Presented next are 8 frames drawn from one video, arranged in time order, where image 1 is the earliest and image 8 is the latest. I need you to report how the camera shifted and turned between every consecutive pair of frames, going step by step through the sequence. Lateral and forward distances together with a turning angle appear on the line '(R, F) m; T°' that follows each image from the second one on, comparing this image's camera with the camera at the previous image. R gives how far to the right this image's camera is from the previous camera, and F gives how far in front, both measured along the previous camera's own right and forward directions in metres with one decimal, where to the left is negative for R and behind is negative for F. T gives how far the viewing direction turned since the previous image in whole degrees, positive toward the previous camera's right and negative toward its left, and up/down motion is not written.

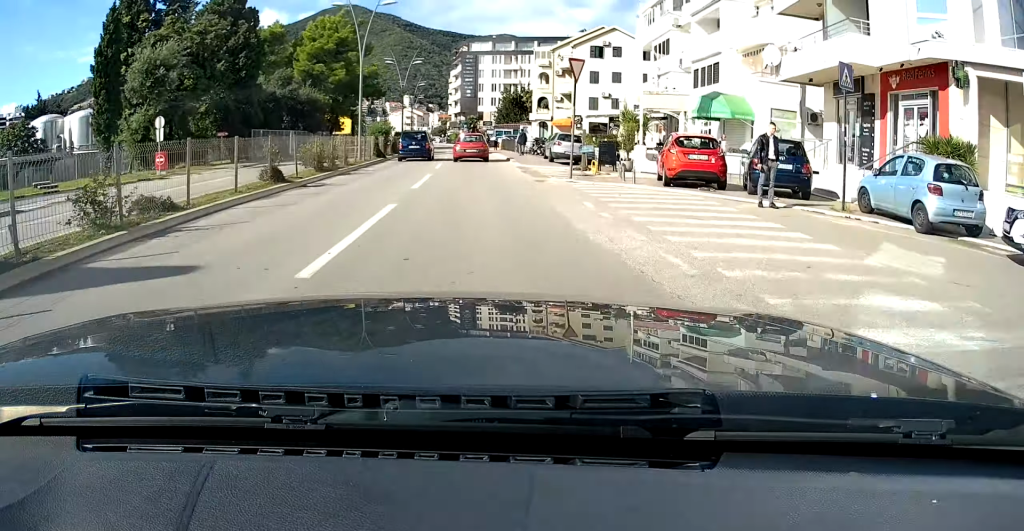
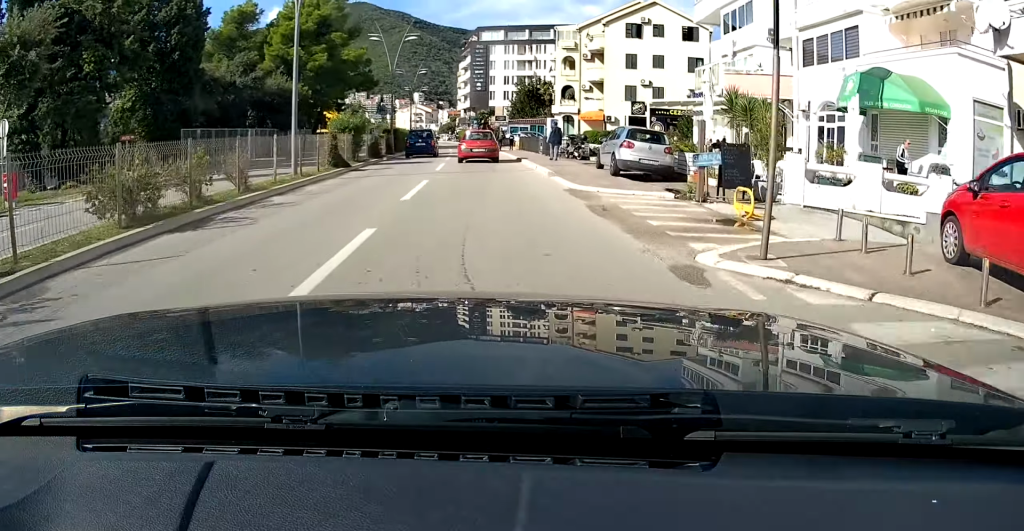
(0.0, +12.6) m; 0°
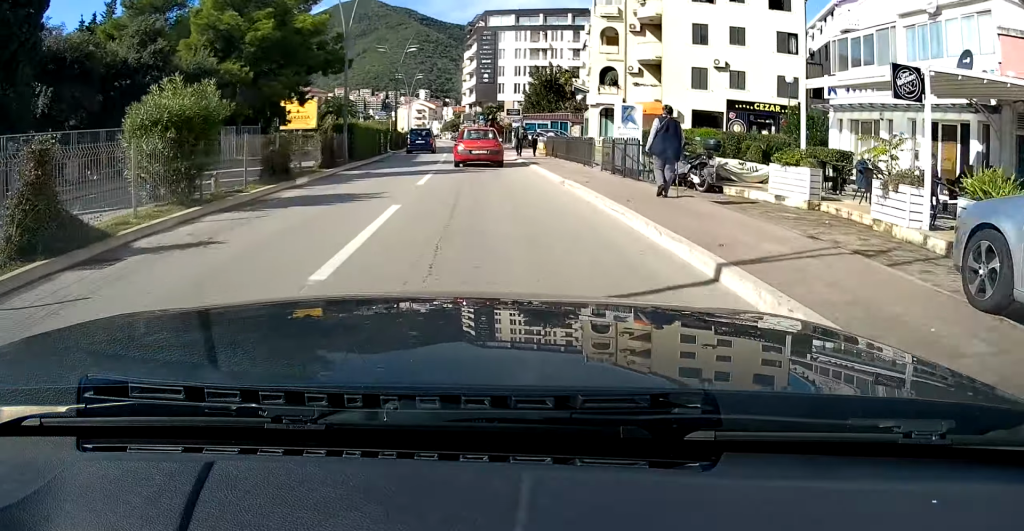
(0.0, +15.7) m; 0°
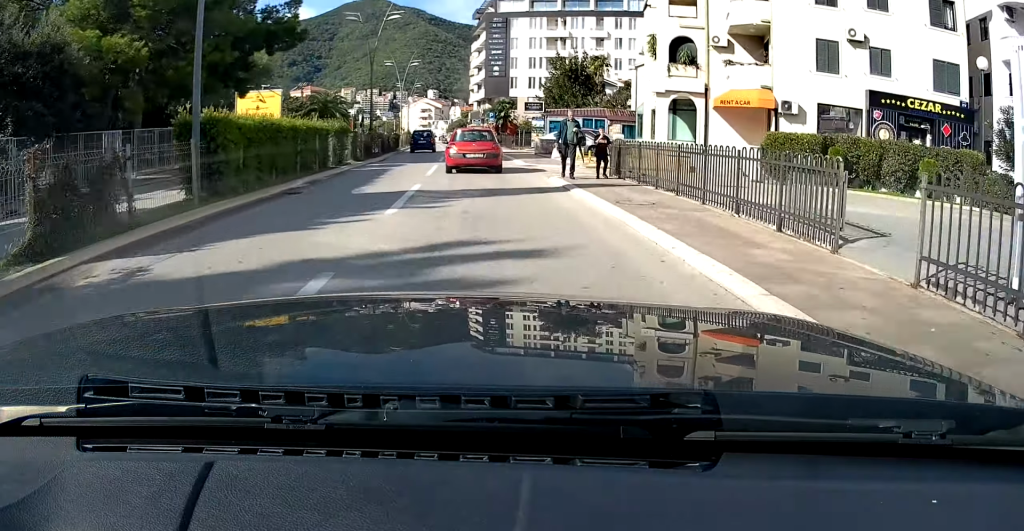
(0.0, +14.9) m; -1°
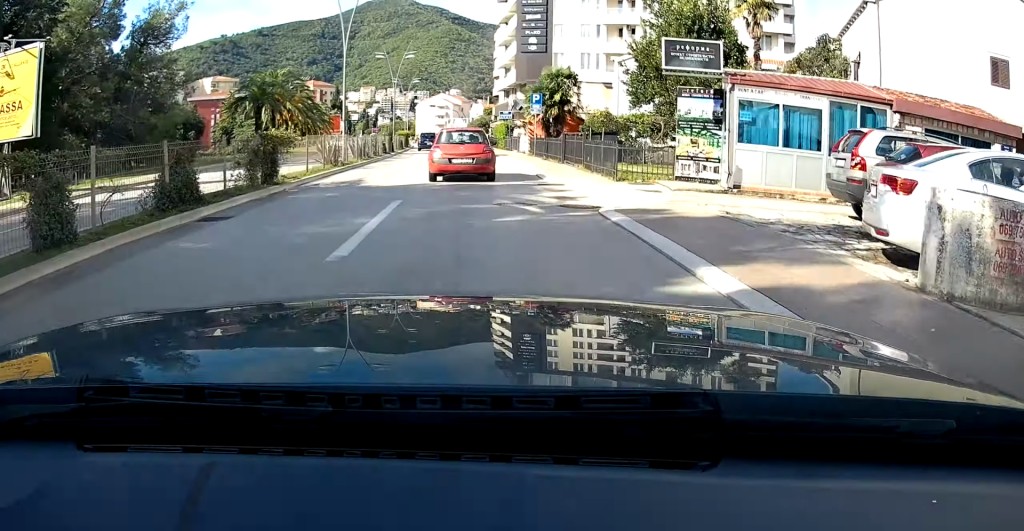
(-0.8, +32.3) m; -2°
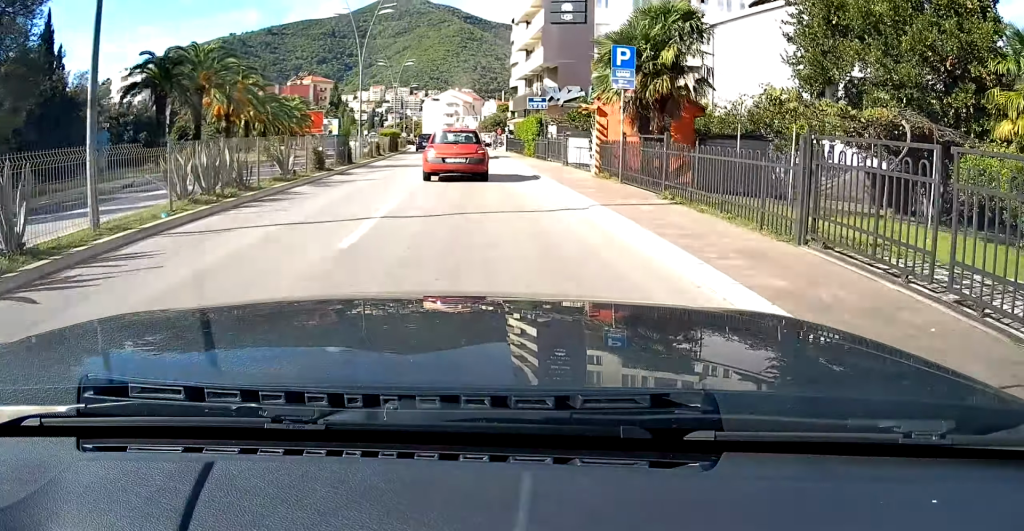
(0.0, +18.7) m; -1°
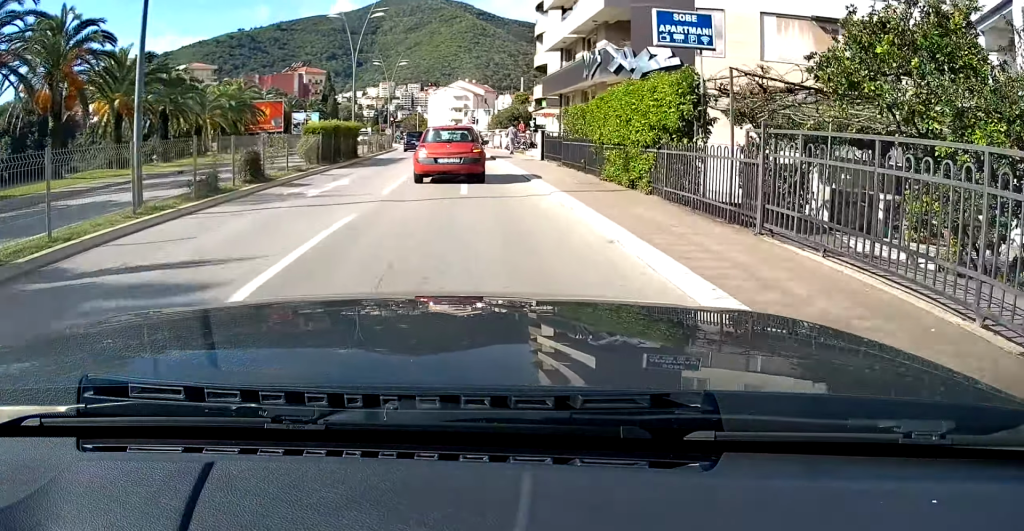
(-0.3, +19.4) m; -1°
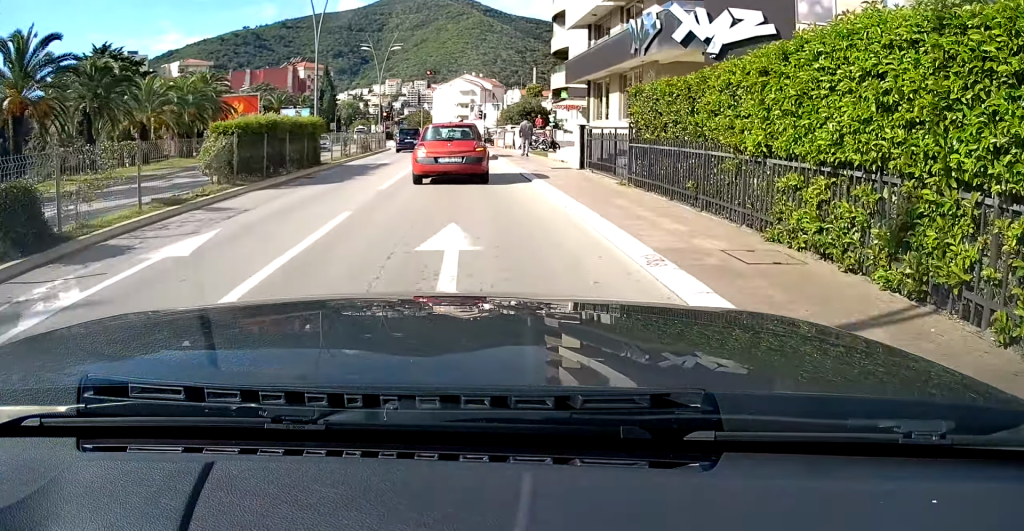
(0.0, +8.5) m; 0°
